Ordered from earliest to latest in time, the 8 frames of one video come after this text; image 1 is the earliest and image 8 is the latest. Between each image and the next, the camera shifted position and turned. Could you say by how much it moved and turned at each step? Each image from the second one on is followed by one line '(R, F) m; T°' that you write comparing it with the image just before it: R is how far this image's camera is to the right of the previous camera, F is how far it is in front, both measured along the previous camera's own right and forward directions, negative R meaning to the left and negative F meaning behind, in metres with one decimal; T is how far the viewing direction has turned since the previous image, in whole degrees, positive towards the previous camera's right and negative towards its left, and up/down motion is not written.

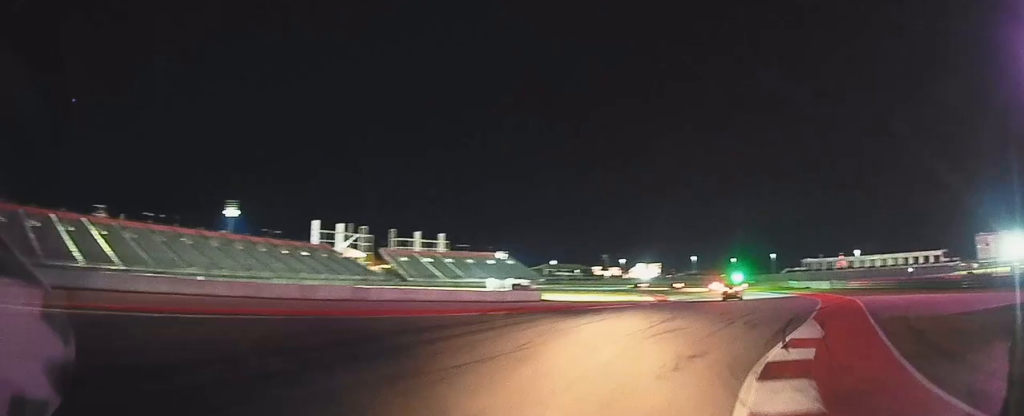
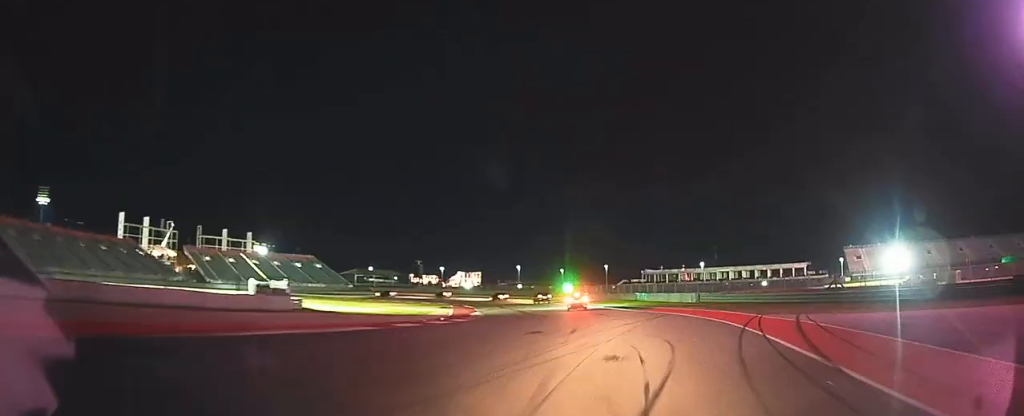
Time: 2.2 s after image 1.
(+3.3, +22.7) m; +7°
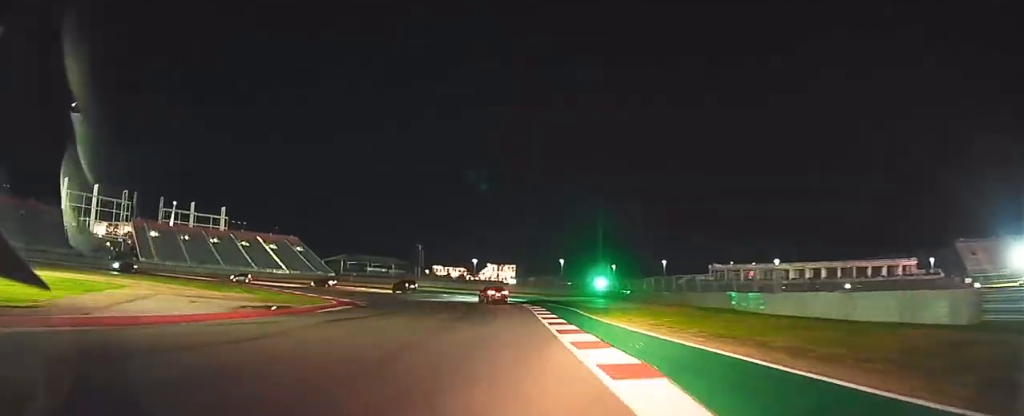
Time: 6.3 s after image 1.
(+0.1, +43.1) m; -12°
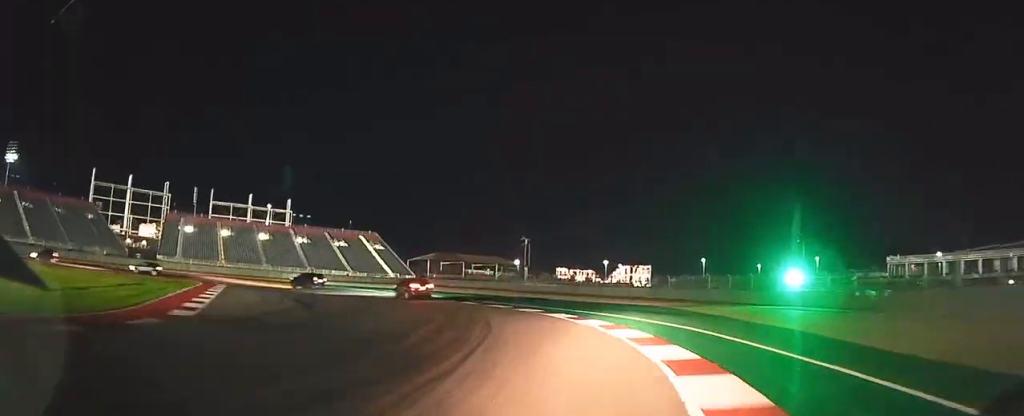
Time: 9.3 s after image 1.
(-6.5, +30.3) m; -22°
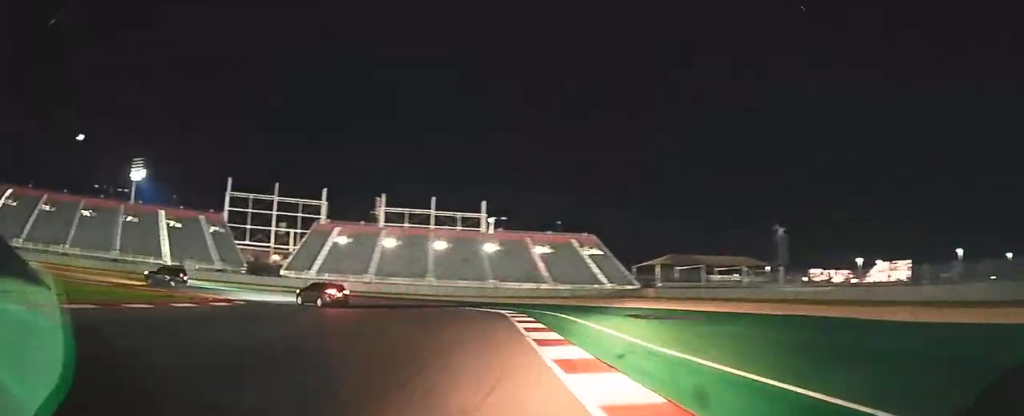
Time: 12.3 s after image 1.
(-5.3, +25.2) m; -34°
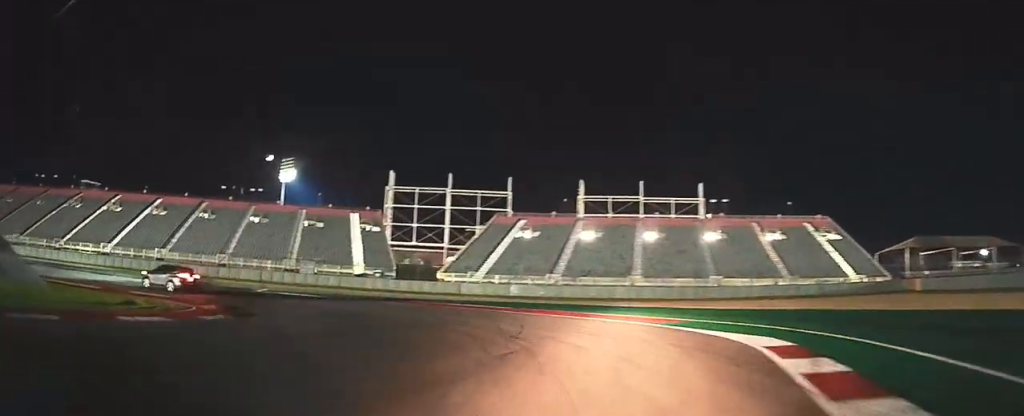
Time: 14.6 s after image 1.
(+1.7, +20.5) m; -36°
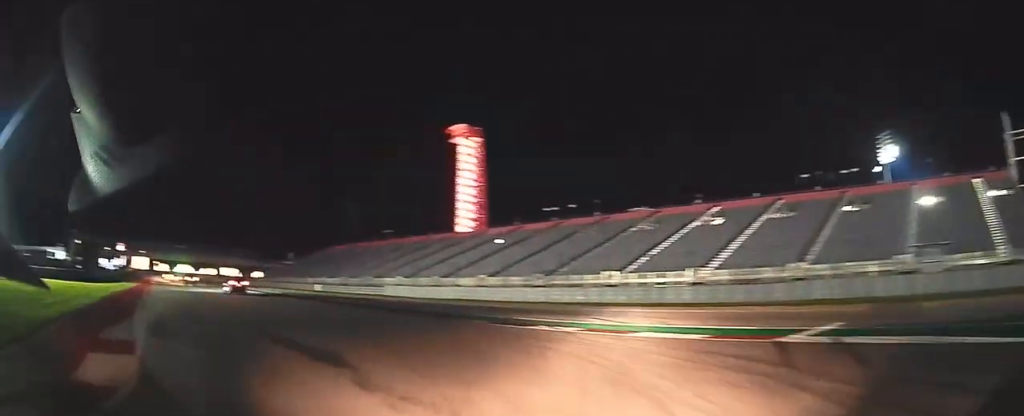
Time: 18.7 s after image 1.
(-23.9, +26.9) m; -55°
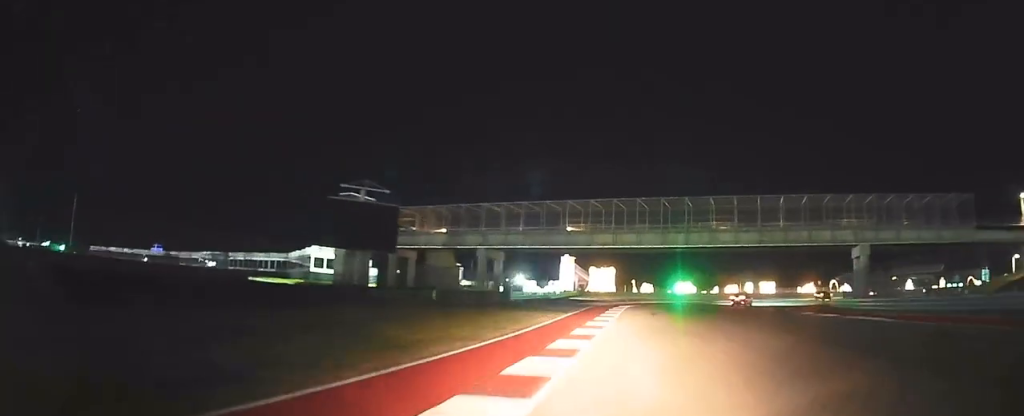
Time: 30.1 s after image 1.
(-48.3, +123.7) m; -11°
